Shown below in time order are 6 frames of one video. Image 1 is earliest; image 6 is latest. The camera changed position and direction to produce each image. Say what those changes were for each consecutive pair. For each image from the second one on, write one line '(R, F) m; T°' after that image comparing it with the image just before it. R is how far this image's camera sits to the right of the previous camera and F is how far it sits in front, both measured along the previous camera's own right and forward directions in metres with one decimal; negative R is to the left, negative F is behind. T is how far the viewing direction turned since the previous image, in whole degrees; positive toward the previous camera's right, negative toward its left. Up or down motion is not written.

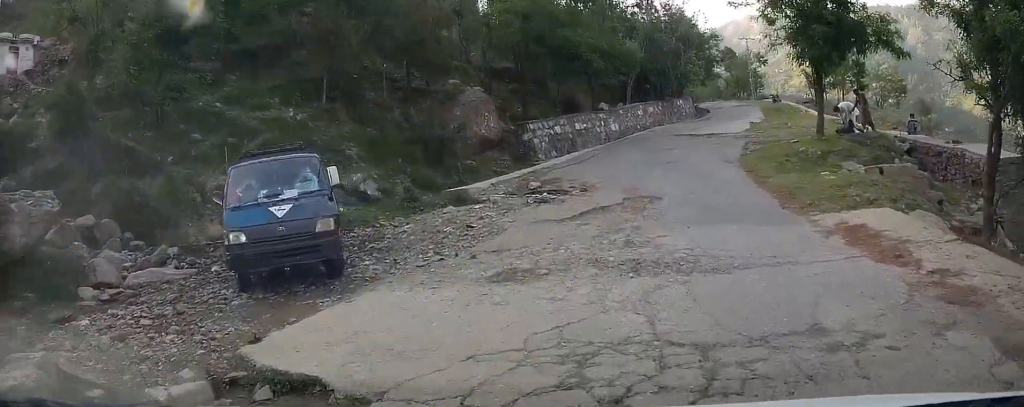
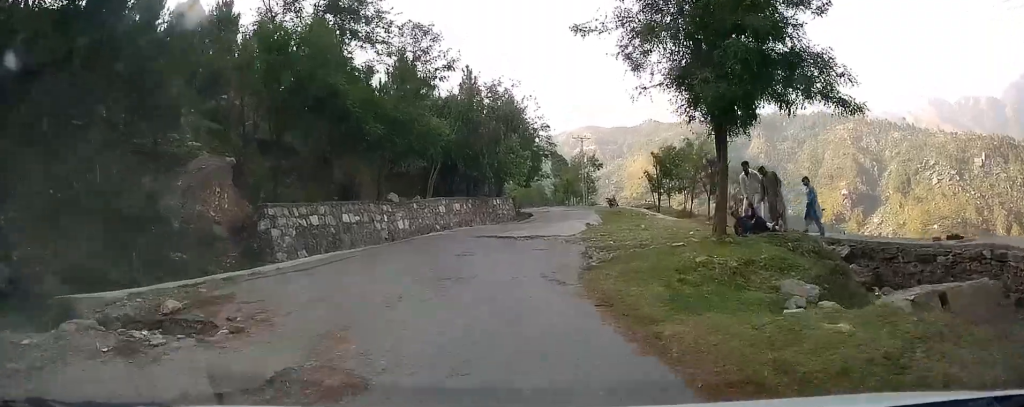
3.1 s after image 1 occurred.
(+1.6, +6.4) m; +14°
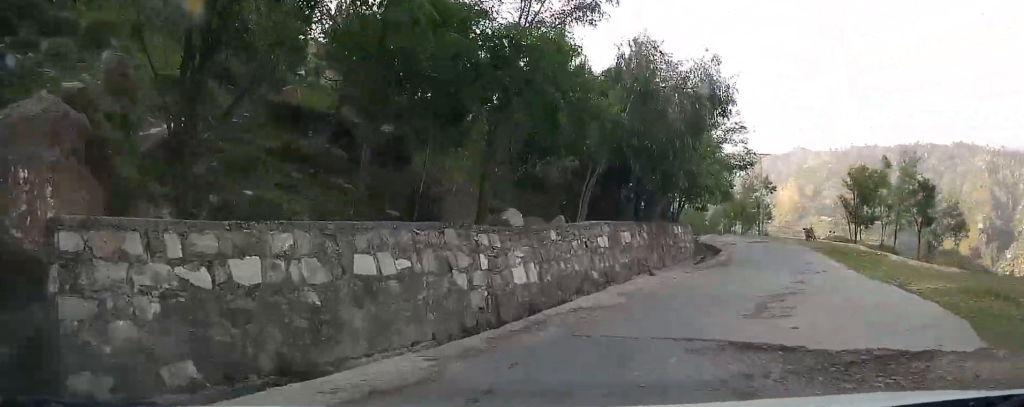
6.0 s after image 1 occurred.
(-1.5, +10.0) m; -7°
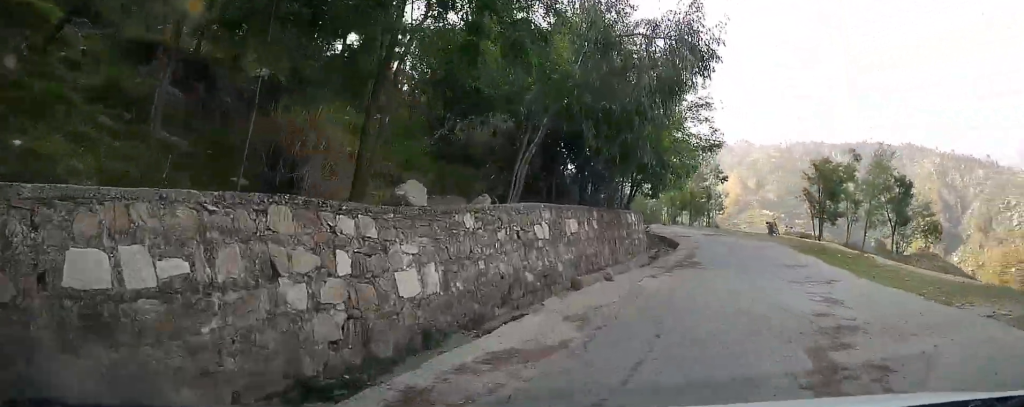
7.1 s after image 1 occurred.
(-0.4, +4.3) m; +3°
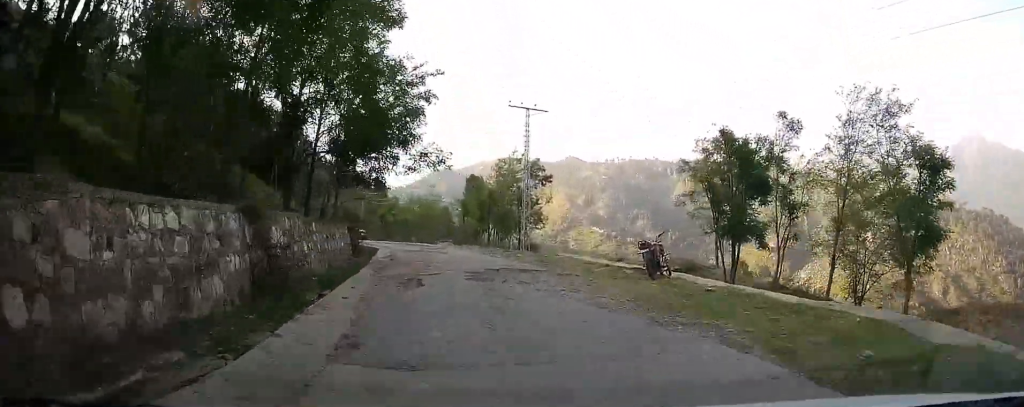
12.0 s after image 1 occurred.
(+4.3, +19.5) m; +16°
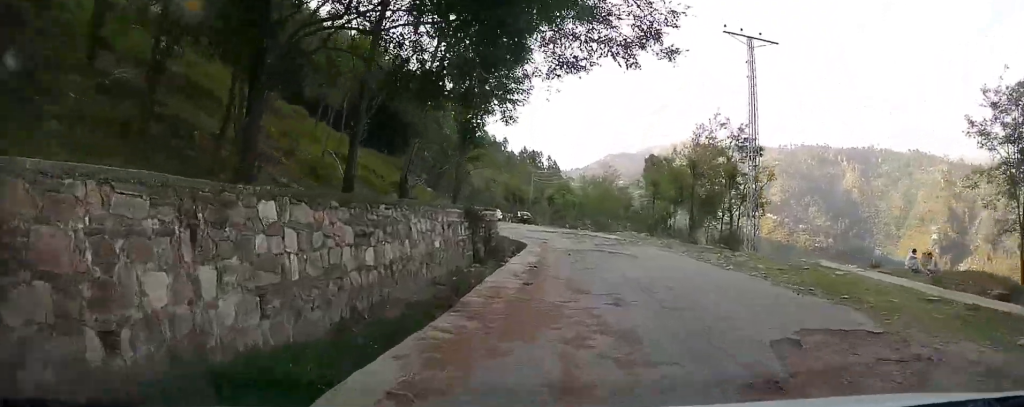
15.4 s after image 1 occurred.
(-1.0, +13.3) m; -15°
